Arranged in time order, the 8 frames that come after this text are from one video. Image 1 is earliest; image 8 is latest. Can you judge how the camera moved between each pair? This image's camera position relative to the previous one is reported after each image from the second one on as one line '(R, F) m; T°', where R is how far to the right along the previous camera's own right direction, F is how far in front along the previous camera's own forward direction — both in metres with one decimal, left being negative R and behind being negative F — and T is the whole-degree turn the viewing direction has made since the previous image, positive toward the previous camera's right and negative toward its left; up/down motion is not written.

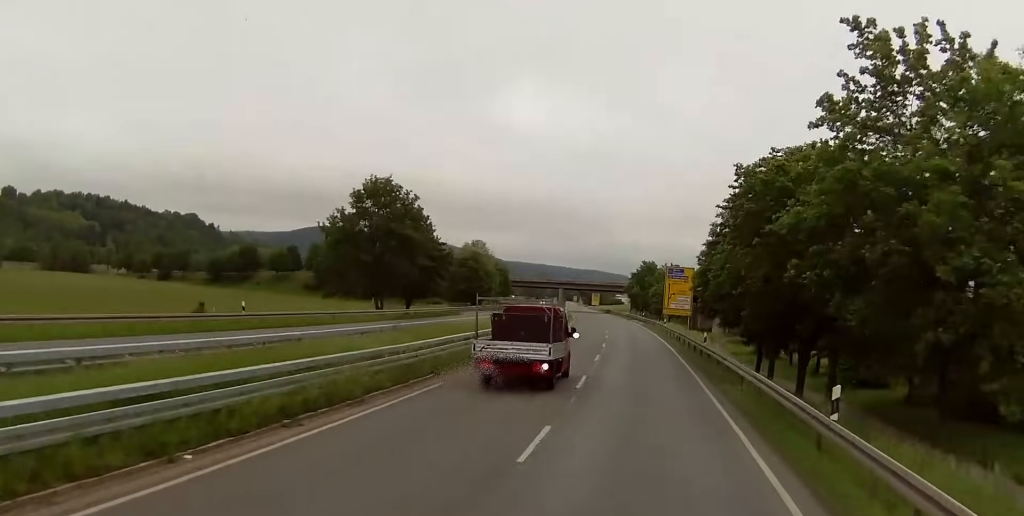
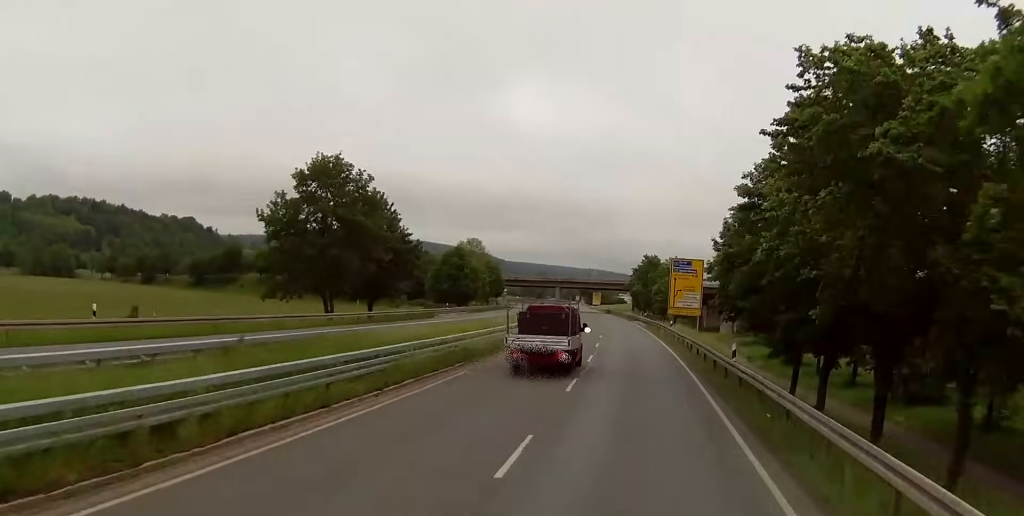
(-0.3, +13.2) m; 0°
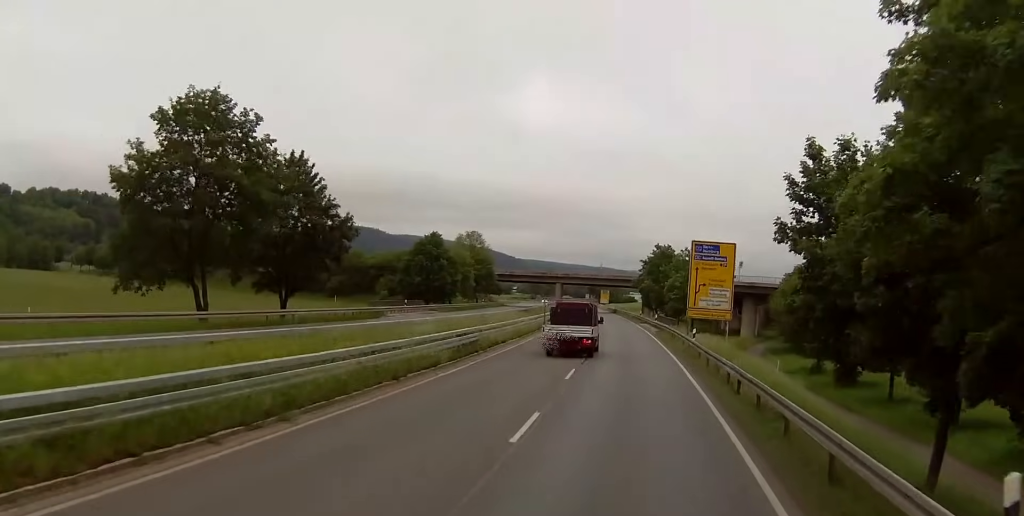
(+0.2, +21.1) m; 0°
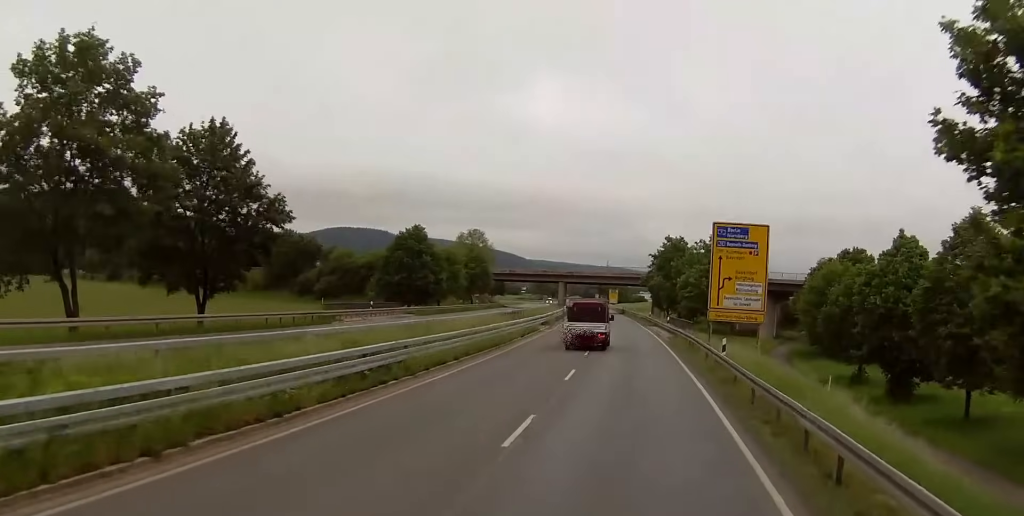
(-0.1, +12.5) m; -1°
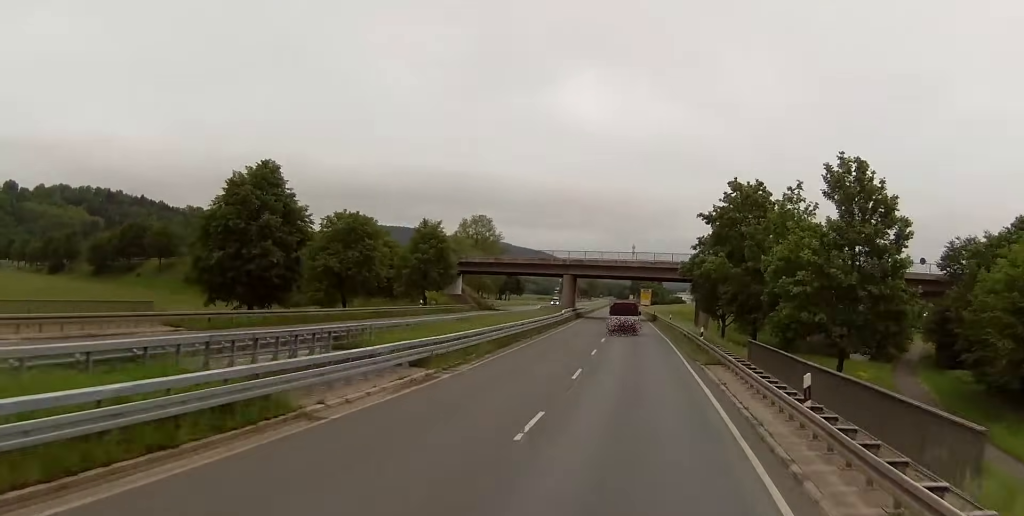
(-1.5, +46.8) m; -2°
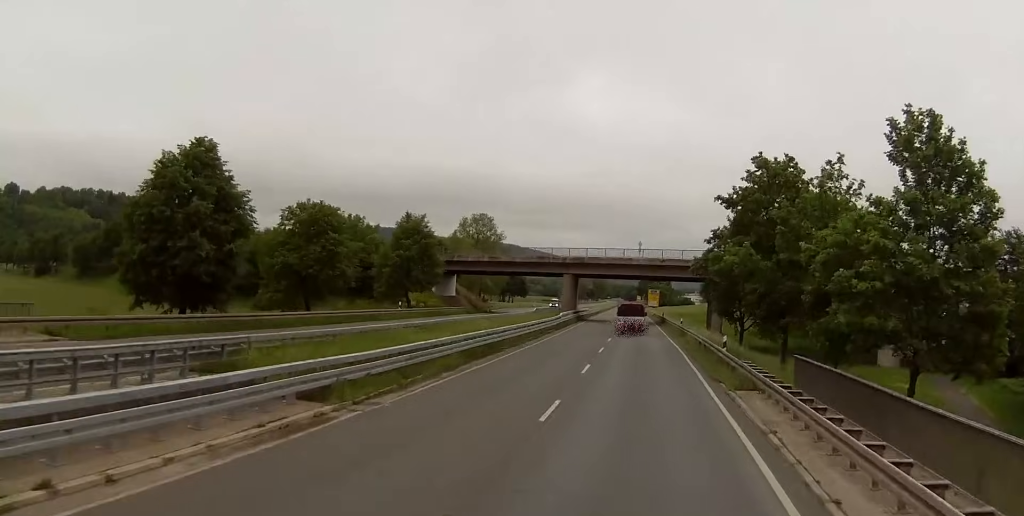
(0.0, +9.3) m; 0°
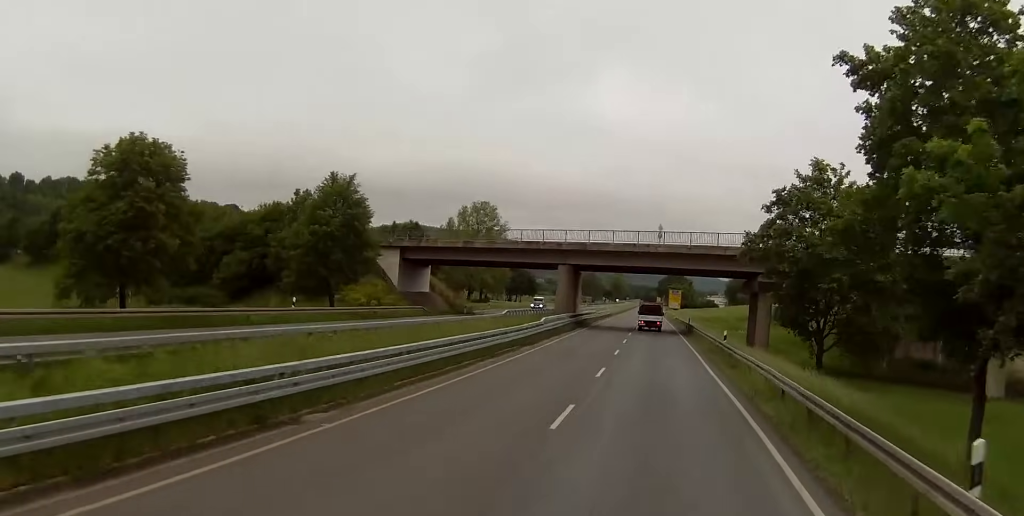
(0.0, +25.2) m; -1°
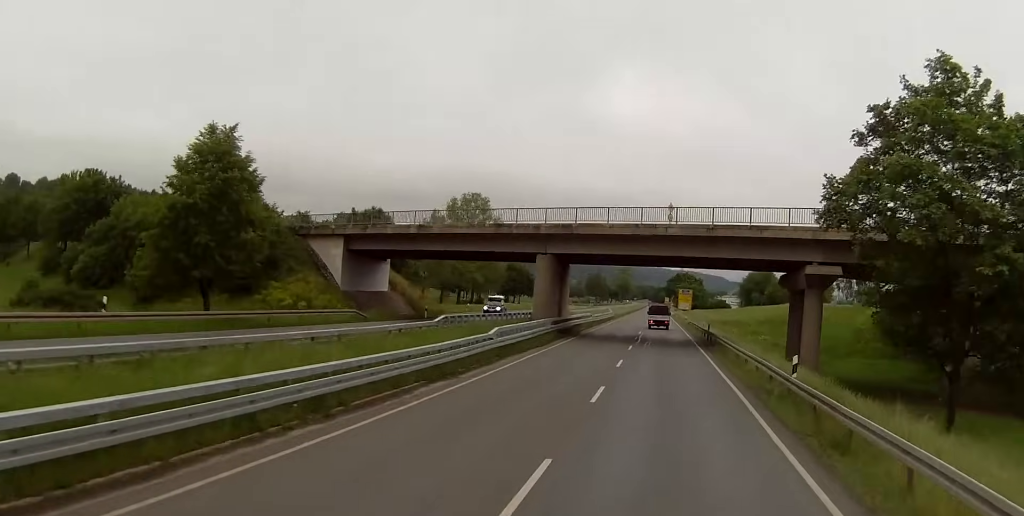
(-0.3, +18.6) m; -1°
